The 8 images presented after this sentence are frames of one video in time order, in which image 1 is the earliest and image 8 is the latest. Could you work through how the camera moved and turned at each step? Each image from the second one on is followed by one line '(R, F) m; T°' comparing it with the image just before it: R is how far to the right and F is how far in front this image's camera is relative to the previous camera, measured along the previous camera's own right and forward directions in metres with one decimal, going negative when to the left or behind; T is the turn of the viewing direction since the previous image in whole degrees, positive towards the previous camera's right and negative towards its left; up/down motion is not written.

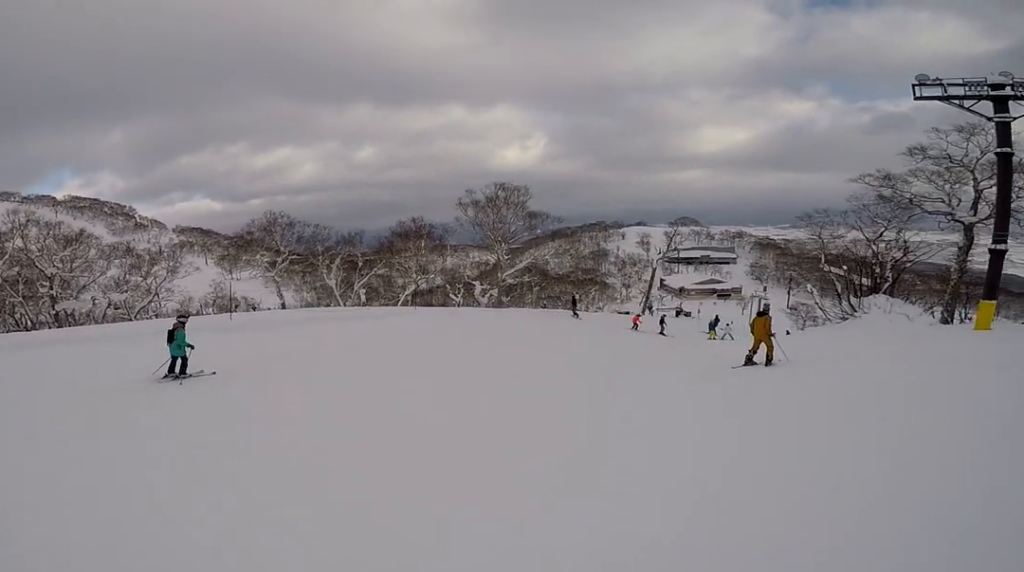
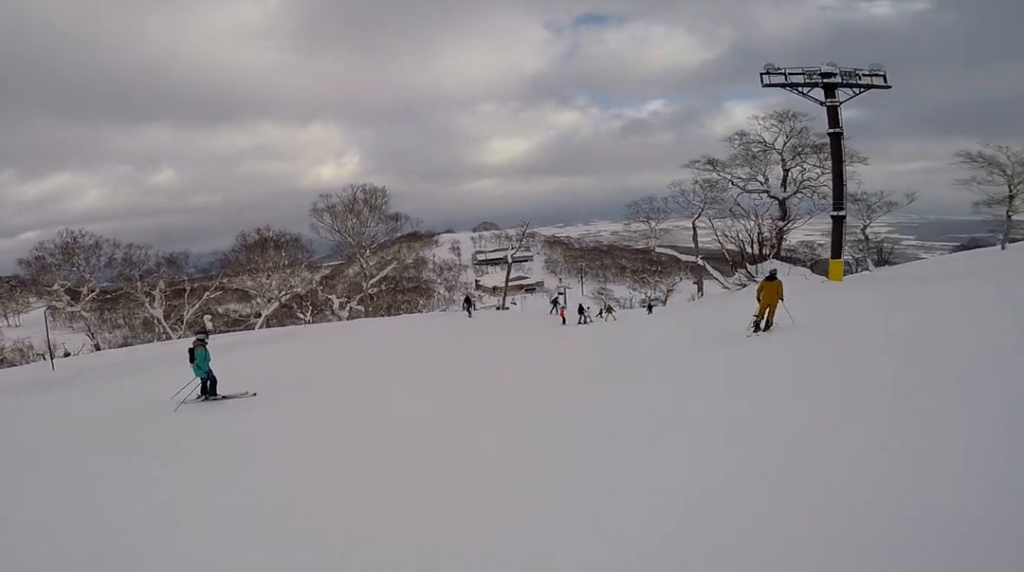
(+0.8, +4.7) m; +31°
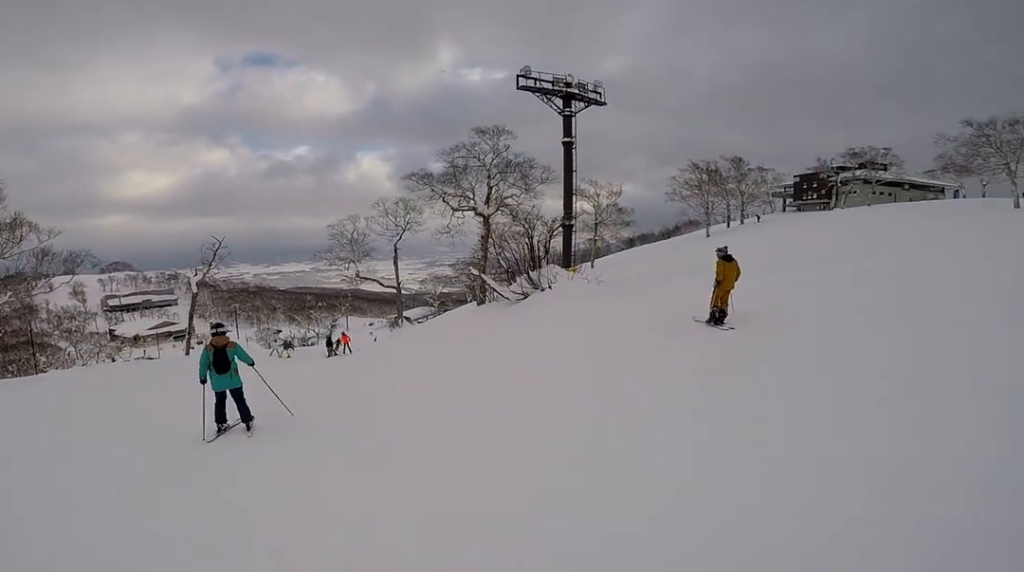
(+3.5, +8.3) m; +29°
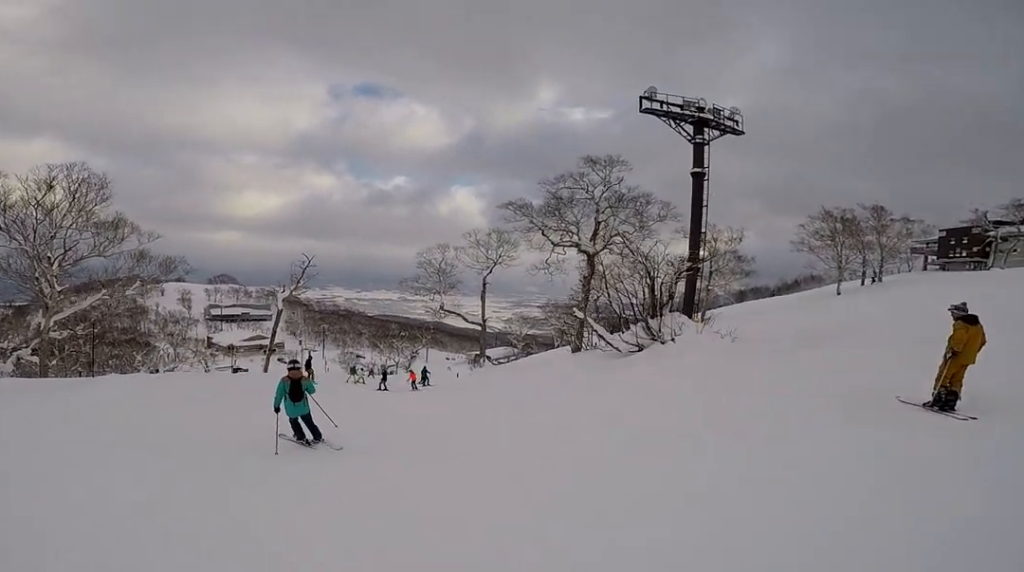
(+0.4, +2.6) m; -8°
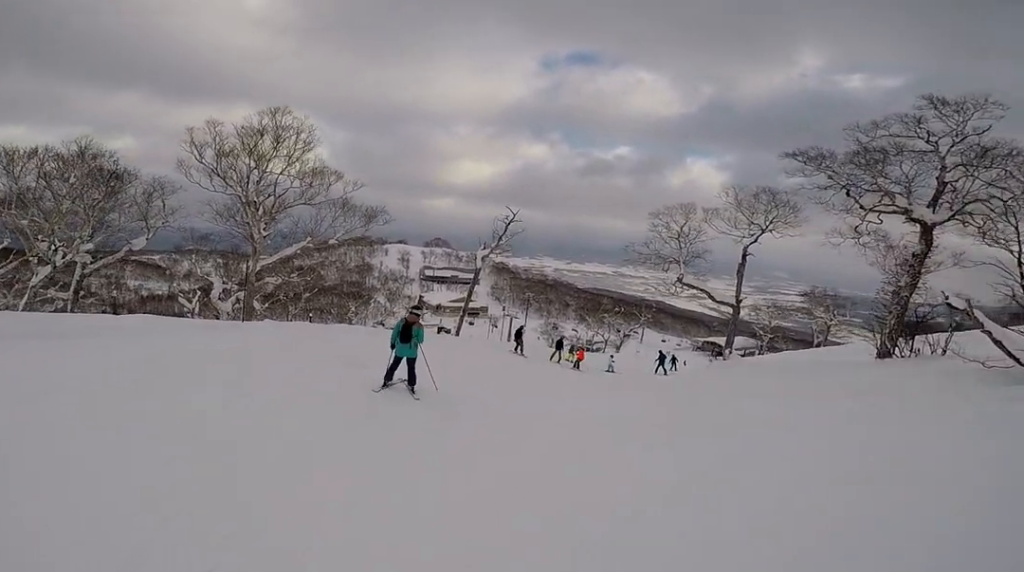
(-1.1, +3.5) m; -4°
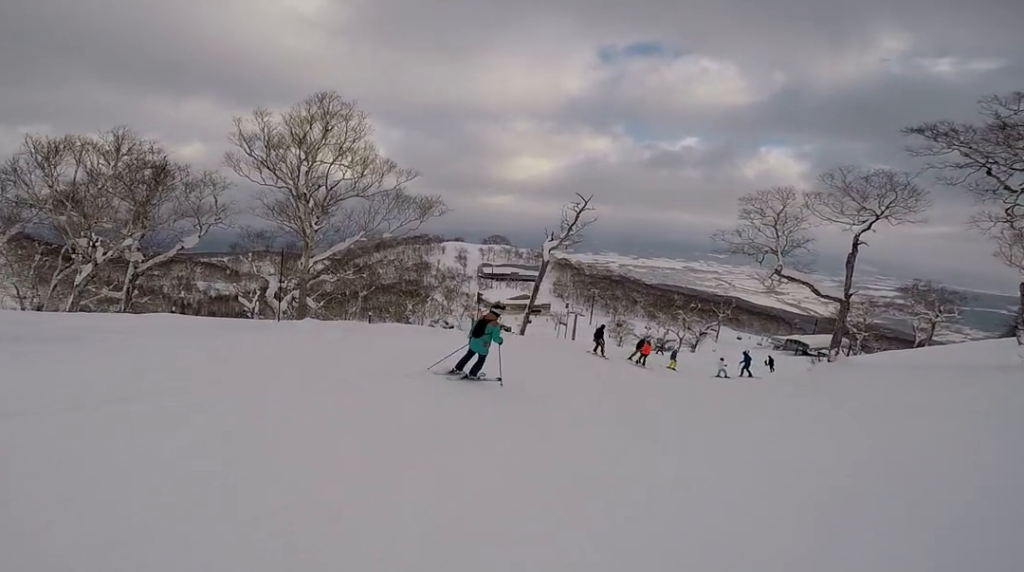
(+0.2, +1.6) m; +10°
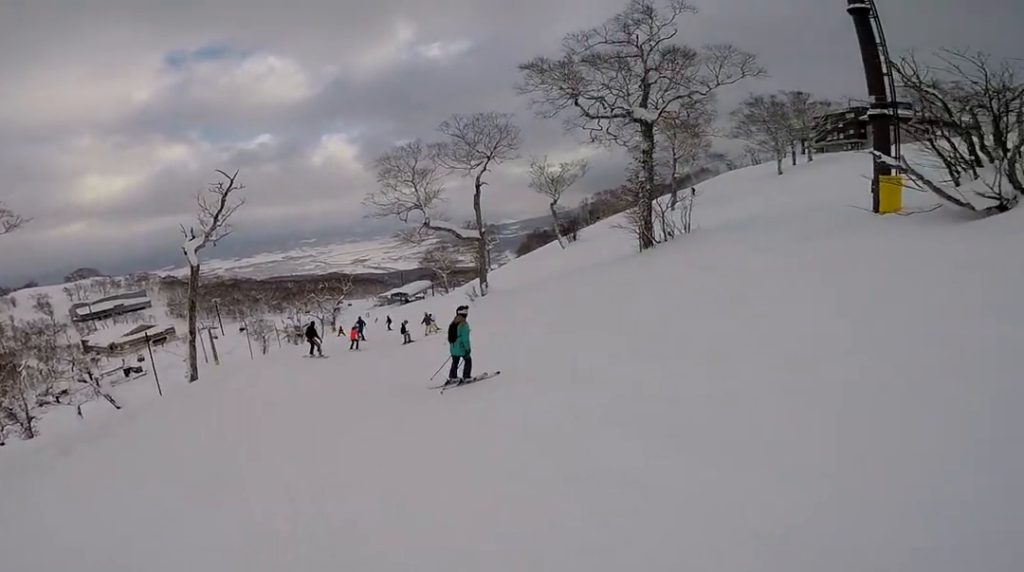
(+2.2, +4.9) m; +38°
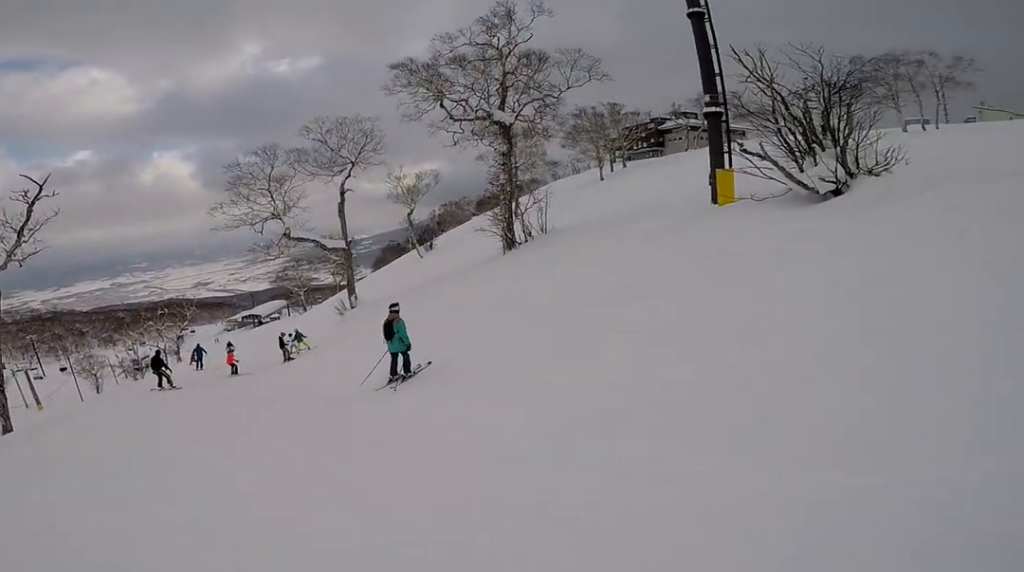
(+0.1, +1.4) m; +7°
